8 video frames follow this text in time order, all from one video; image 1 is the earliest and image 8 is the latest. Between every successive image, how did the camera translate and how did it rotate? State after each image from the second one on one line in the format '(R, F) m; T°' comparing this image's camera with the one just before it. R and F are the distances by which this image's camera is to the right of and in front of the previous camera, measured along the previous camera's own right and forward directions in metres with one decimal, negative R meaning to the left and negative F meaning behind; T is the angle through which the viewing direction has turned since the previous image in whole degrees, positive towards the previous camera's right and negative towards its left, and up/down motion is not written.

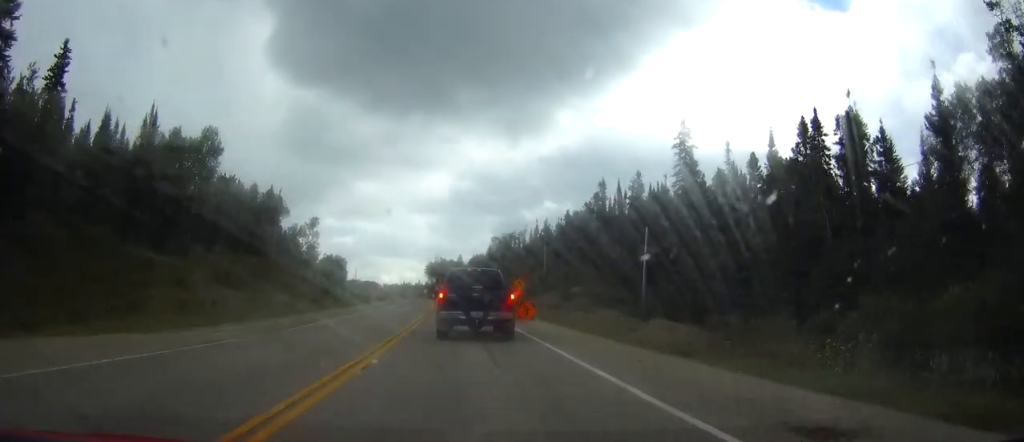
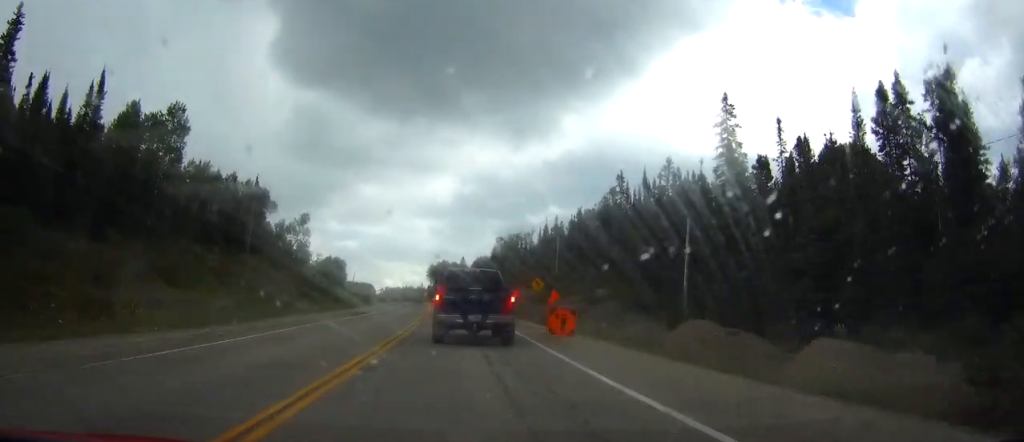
(-0.1, +12.0) m; 0°
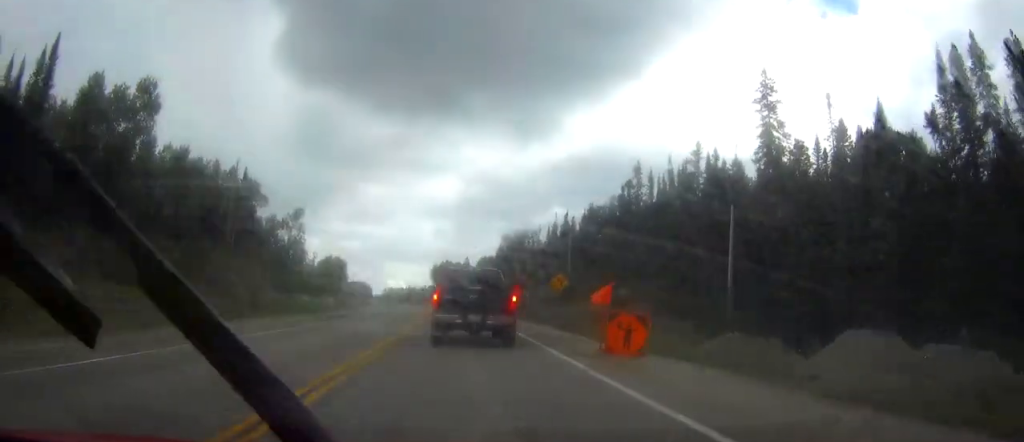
(+0.1, +8.7) m; -1°
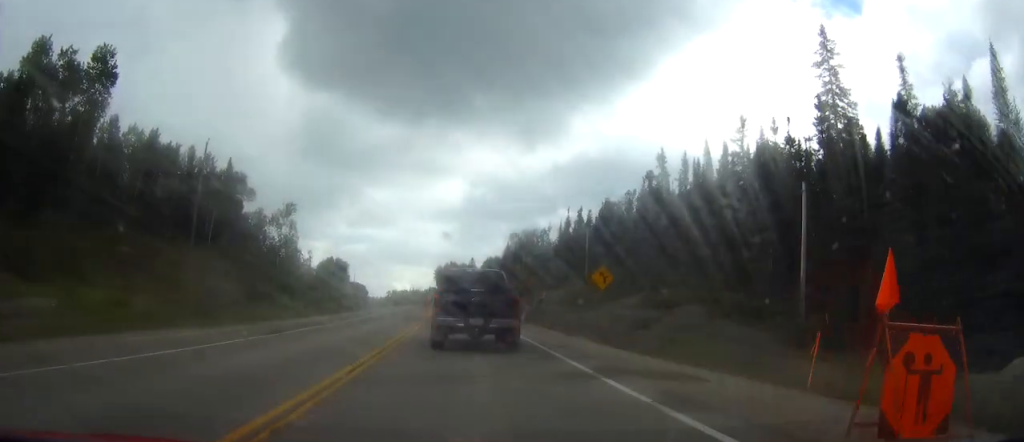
(-0.2, +10.1) m; -1°
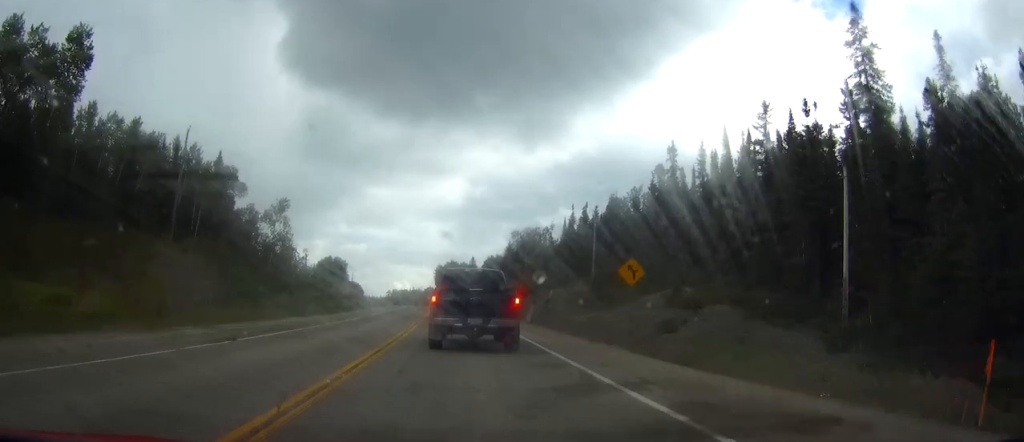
(0.0, +4.6) m; 0°
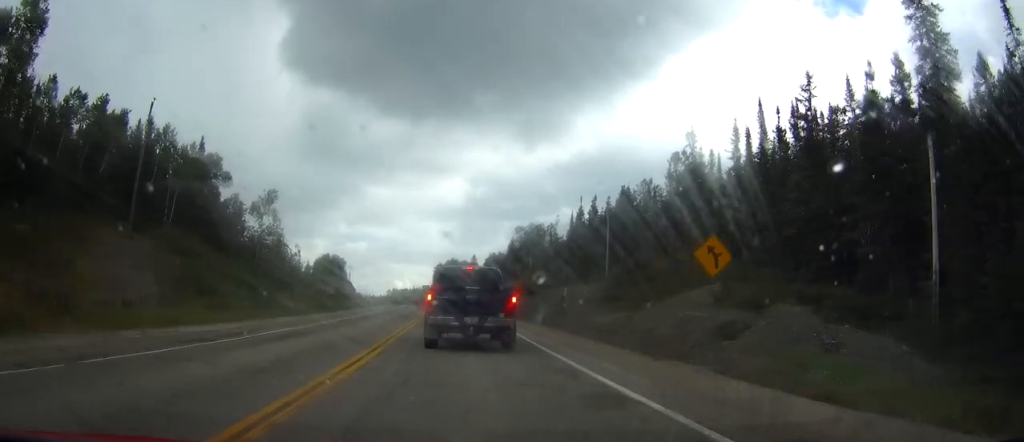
(+0.1, +7.5) m; 0°
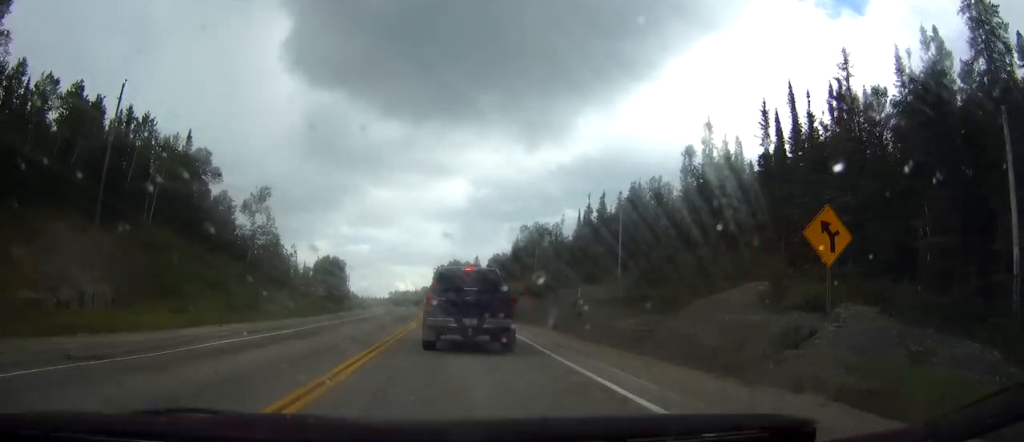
(-0.1, +5.0) m; 0°
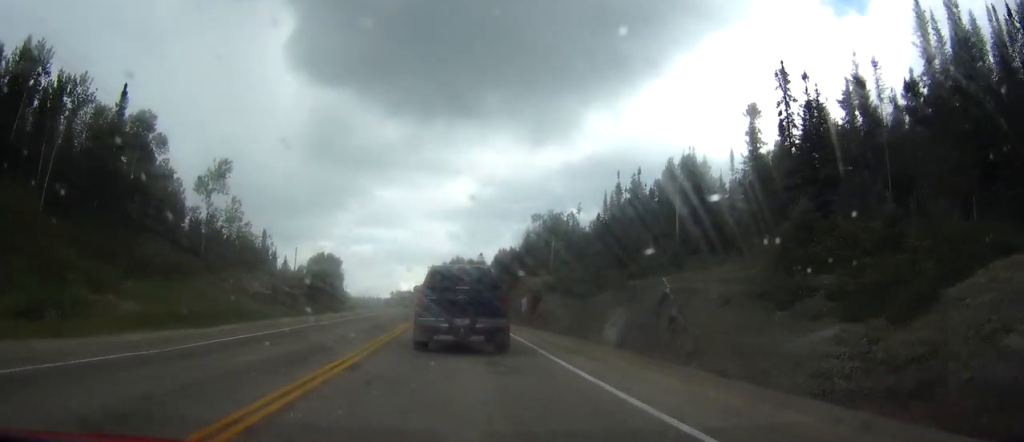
(+0.3, +18.7) m; +1°
